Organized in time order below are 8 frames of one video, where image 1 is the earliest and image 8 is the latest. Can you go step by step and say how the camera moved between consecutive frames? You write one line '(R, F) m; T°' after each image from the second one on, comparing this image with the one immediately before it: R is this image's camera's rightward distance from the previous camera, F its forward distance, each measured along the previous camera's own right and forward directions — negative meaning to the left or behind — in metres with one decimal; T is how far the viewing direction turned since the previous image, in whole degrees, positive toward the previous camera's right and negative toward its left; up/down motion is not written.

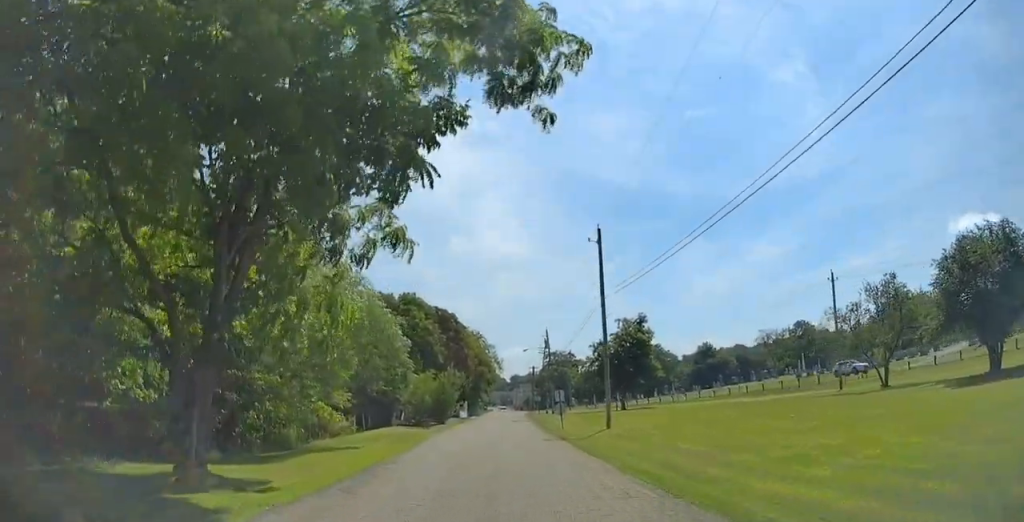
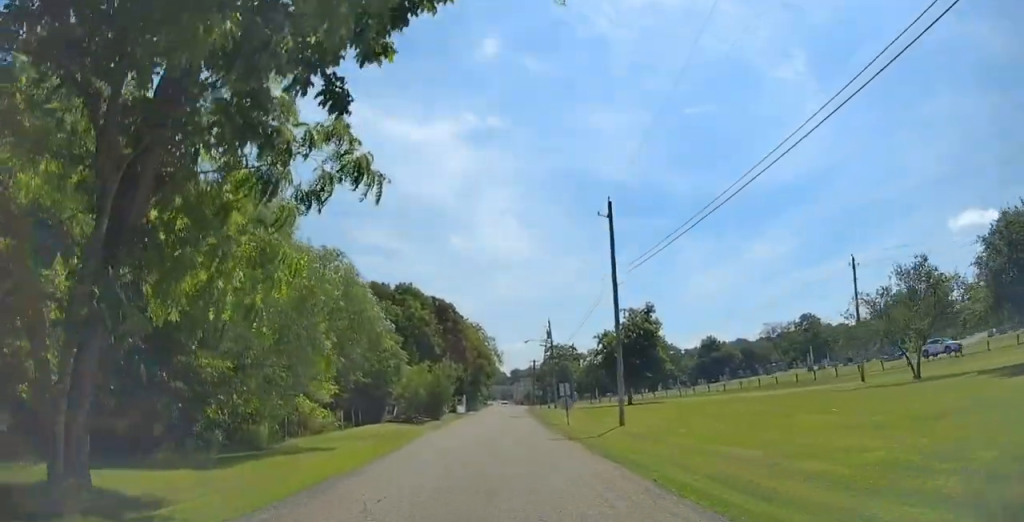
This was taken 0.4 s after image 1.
(+0.1, +3.7) m; -1°
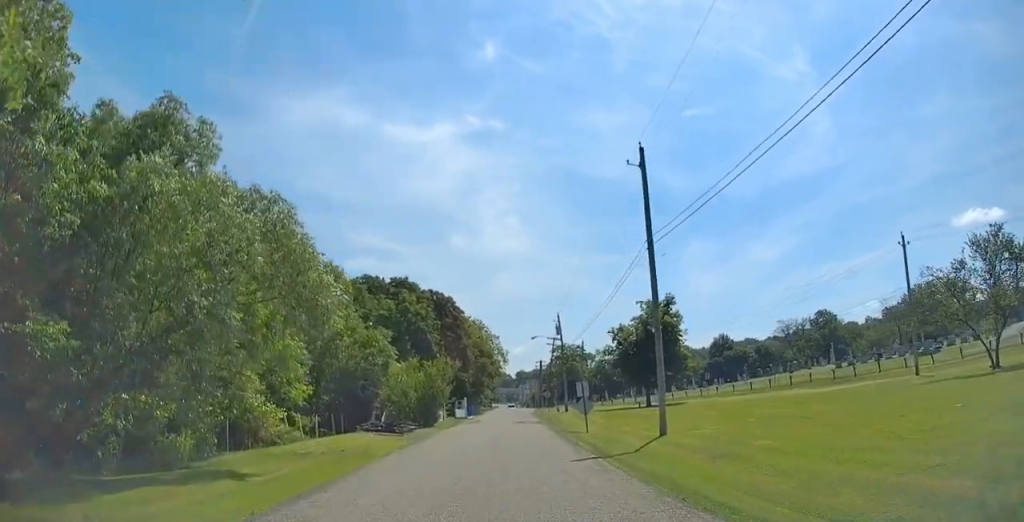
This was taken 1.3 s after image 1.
(-0.3, +7.5) m; 0°
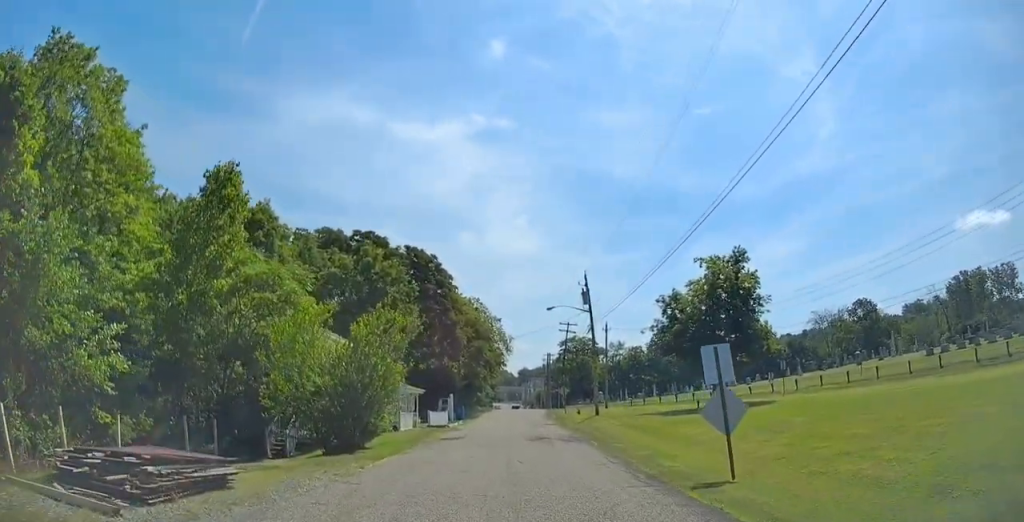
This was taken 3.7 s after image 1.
(-0.1, +21.4) m; 0°
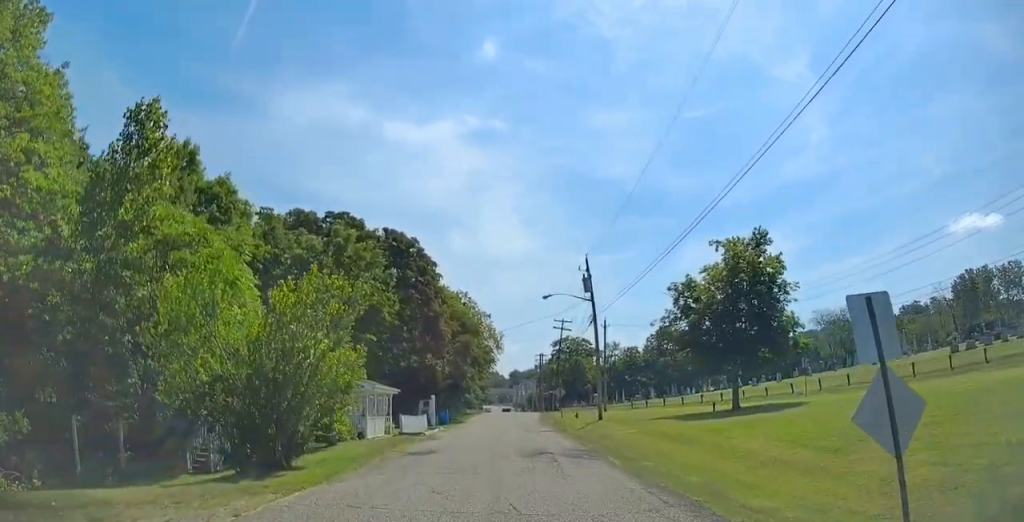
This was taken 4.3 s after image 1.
(+0.3, +6.0) m; 0°
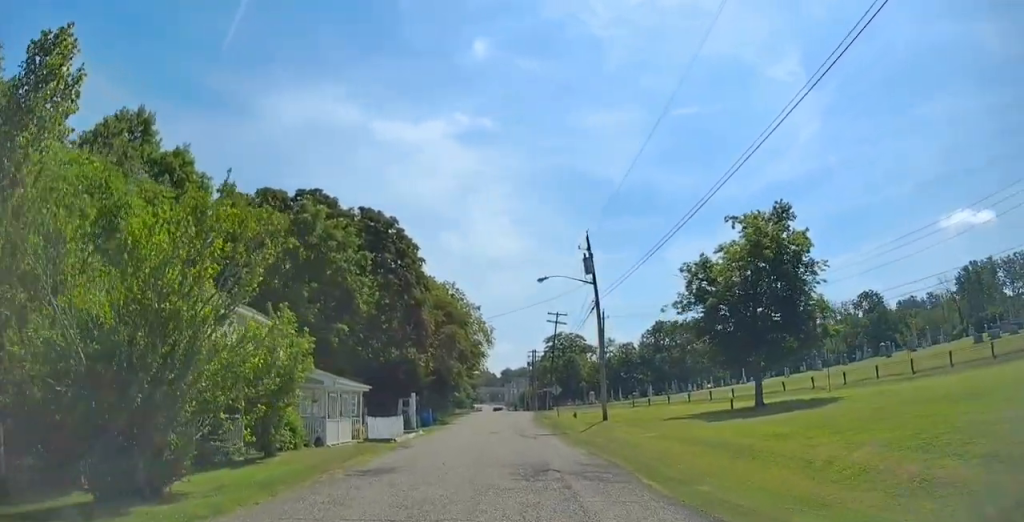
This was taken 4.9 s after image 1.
(-0.1, +5.3) m; 0°
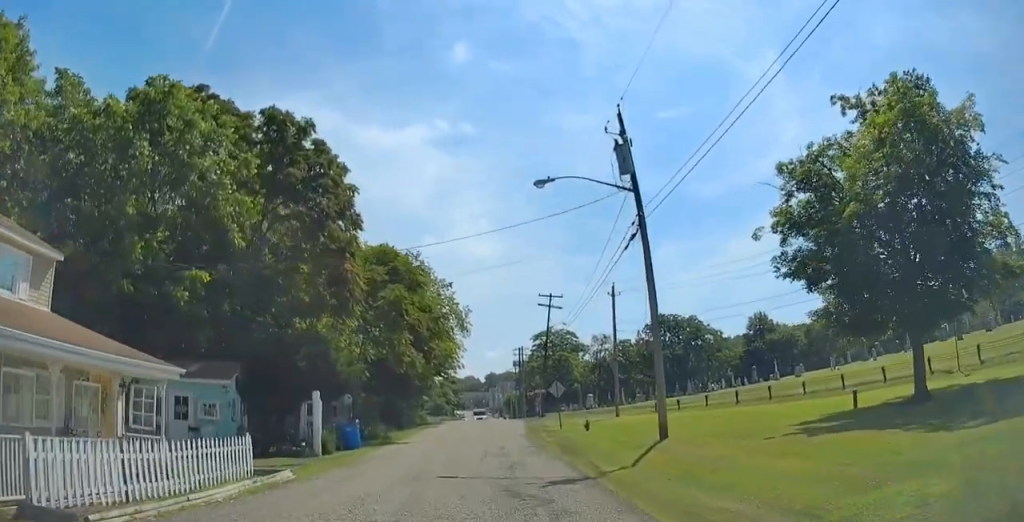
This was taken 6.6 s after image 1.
(+0.3, +16.2) m; +3°
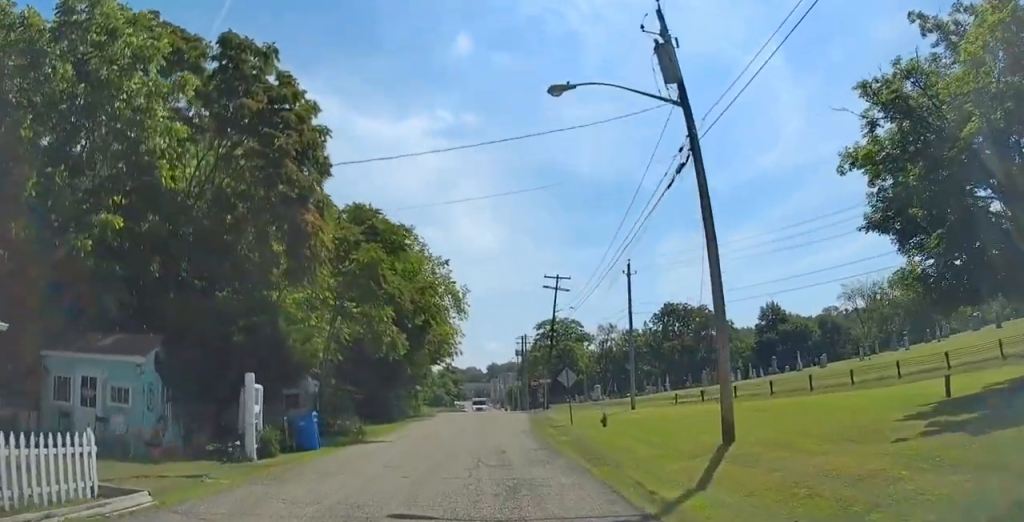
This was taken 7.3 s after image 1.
(0.0, +5.8) m; 0°
